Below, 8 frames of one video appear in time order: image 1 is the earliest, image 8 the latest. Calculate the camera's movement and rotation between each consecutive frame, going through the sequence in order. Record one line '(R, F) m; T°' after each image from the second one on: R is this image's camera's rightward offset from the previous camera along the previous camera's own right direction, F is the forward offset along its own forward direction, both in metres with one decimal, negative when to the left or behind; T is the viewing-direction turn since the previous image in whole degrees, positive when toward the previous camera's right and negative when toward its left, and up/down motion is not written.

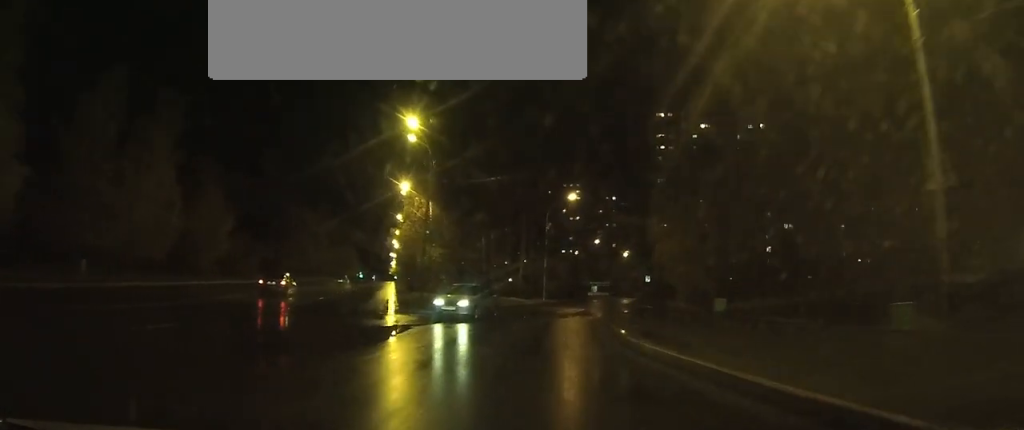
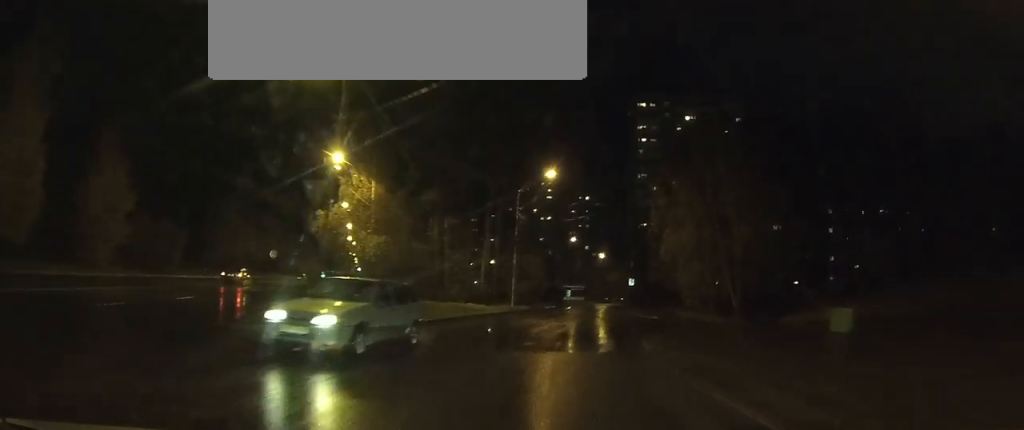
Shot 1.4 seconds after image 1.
(+0.2, +12.2) m; +3°
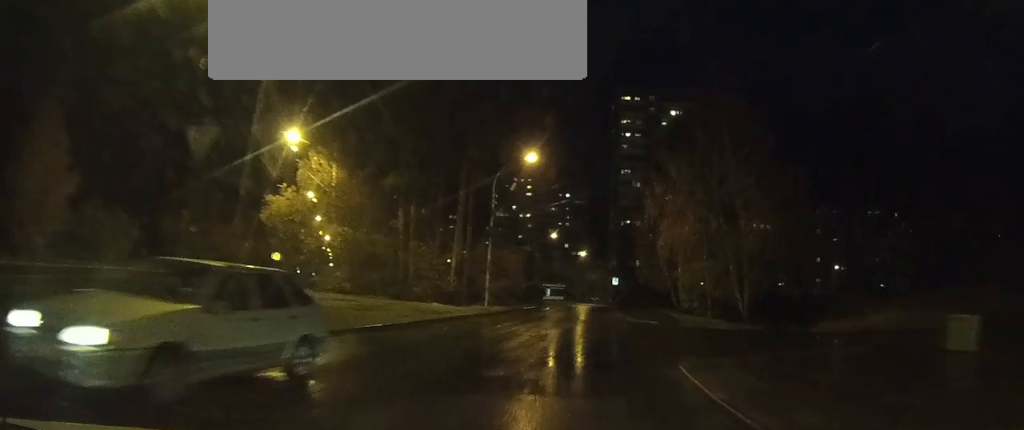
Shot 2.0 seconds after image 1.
(+0.1, +5.1) m; +1°
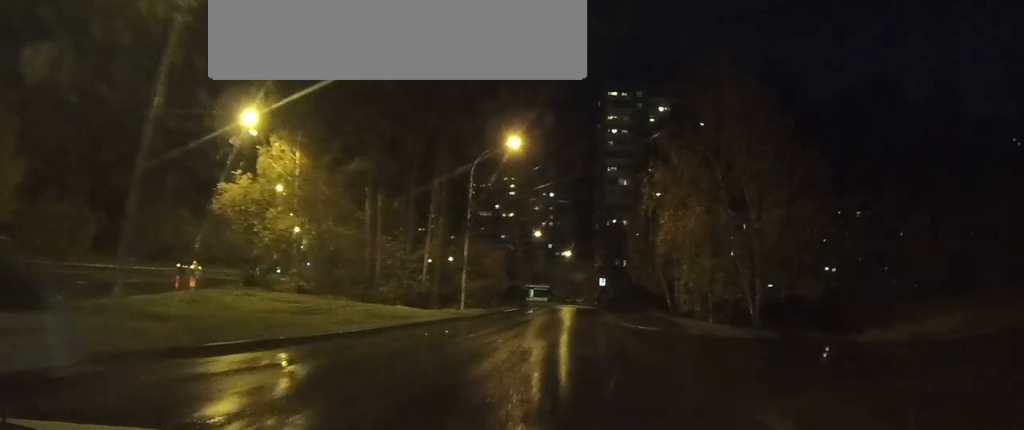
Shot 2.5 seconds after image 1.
(0.0, +4.2) m; +1°
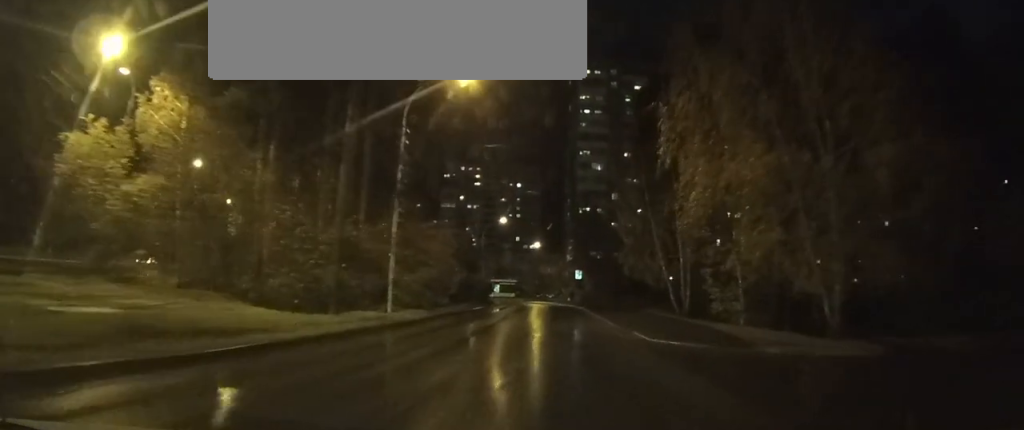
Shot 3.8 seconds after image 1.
(+0.2, +10.9) m; +1°
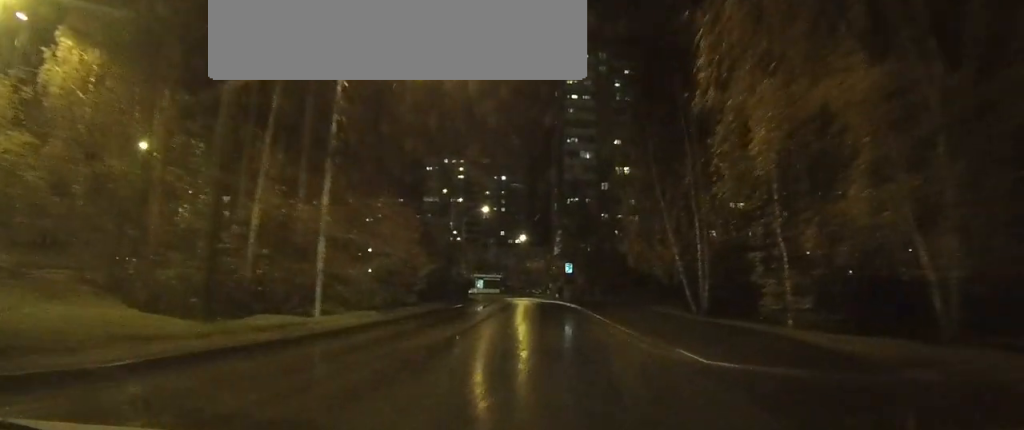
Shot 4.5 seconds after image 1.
(+0.1, +6.5) m; 0°
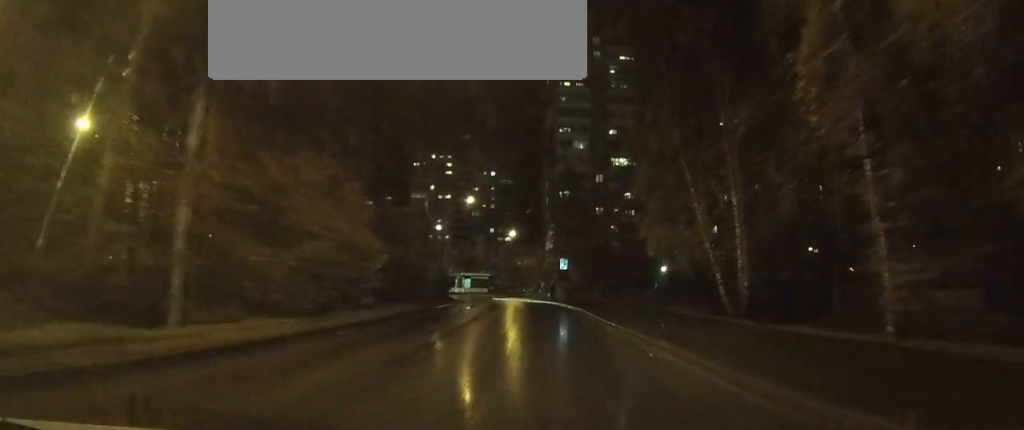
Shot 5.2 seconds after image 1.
(-0.1, +6.8) m; 0°
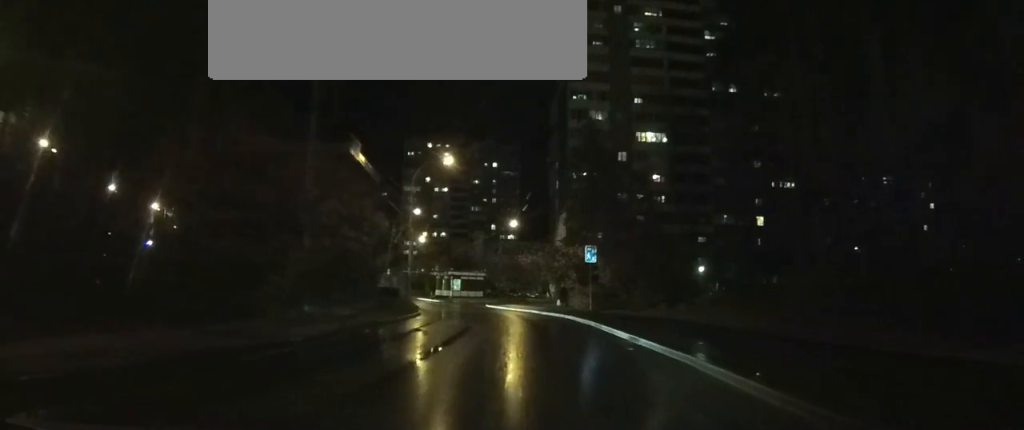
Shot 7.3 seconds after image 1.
(0.0, +19.5) m; 0°
